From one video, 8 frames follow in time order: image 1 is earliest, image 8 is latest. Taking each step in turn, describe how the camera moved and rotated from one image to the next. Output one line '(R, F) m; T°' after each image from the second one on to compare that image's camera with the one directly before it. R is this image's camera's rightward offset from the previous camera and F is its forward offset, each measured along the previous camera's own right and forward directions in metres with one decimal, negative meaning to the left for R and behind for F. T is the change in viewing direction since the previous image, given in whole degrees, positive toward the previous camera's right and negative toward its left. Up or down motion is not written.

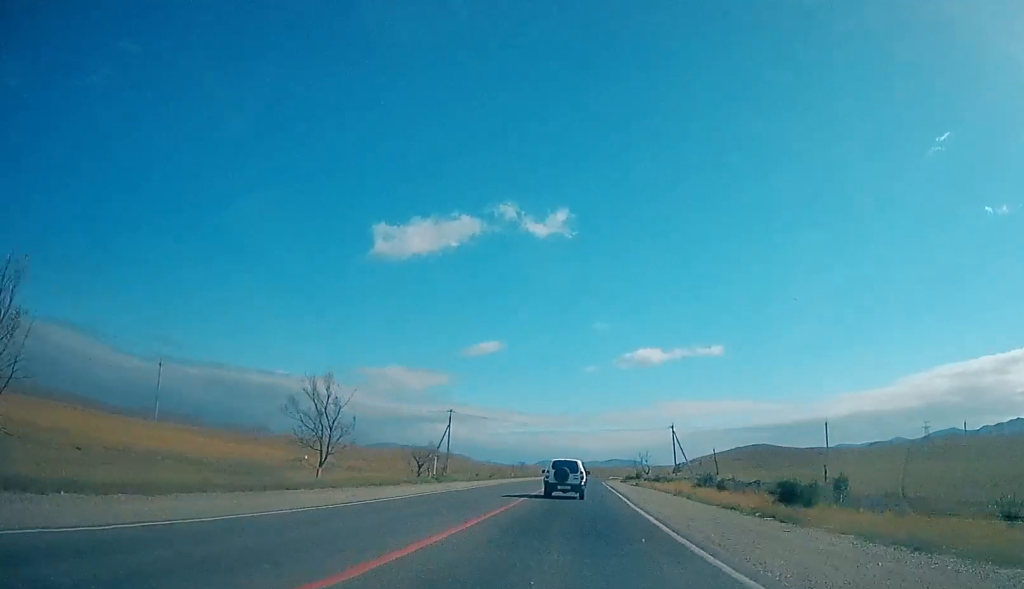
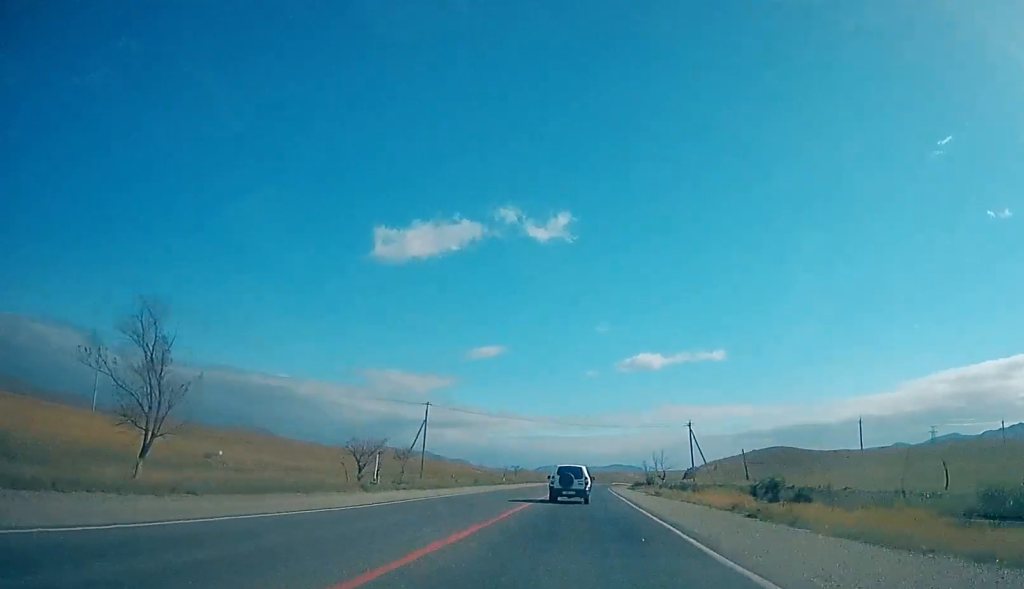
(-0.2, +16.3) m; 0°
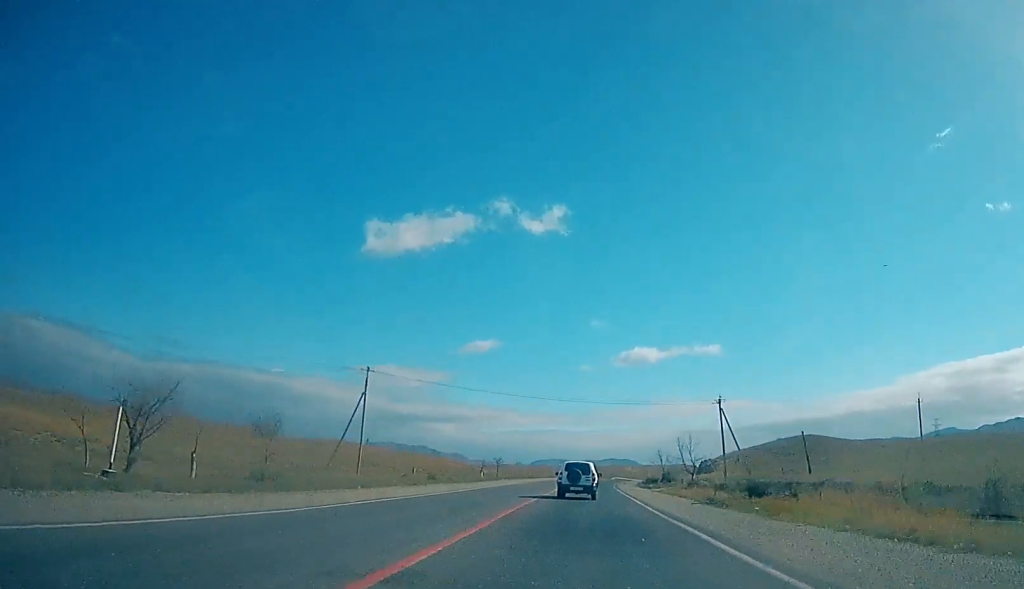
(-0.3, +22.5) m; 0°
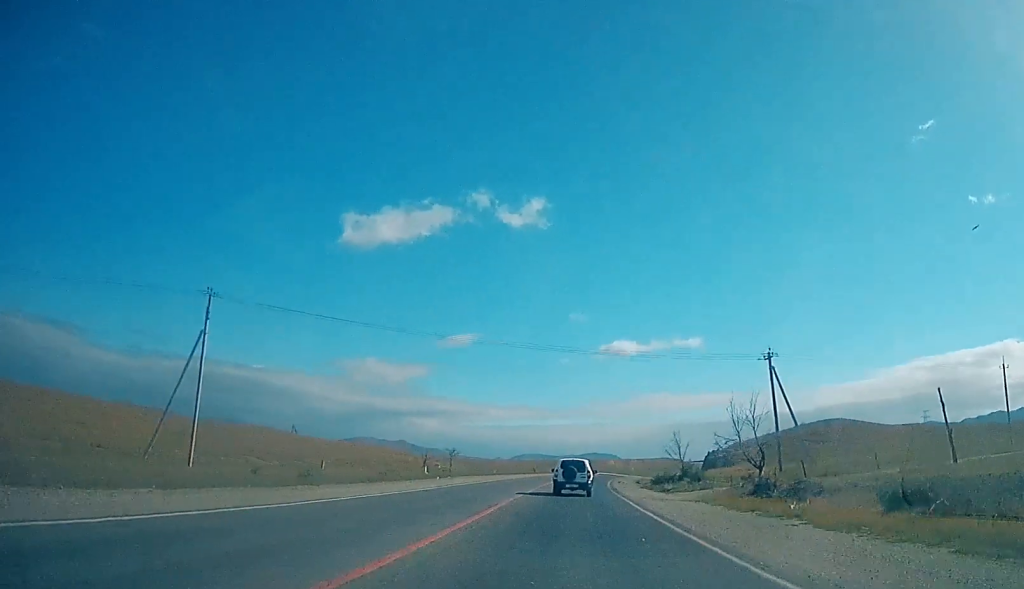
(+0.2, +25.7) m; 0°
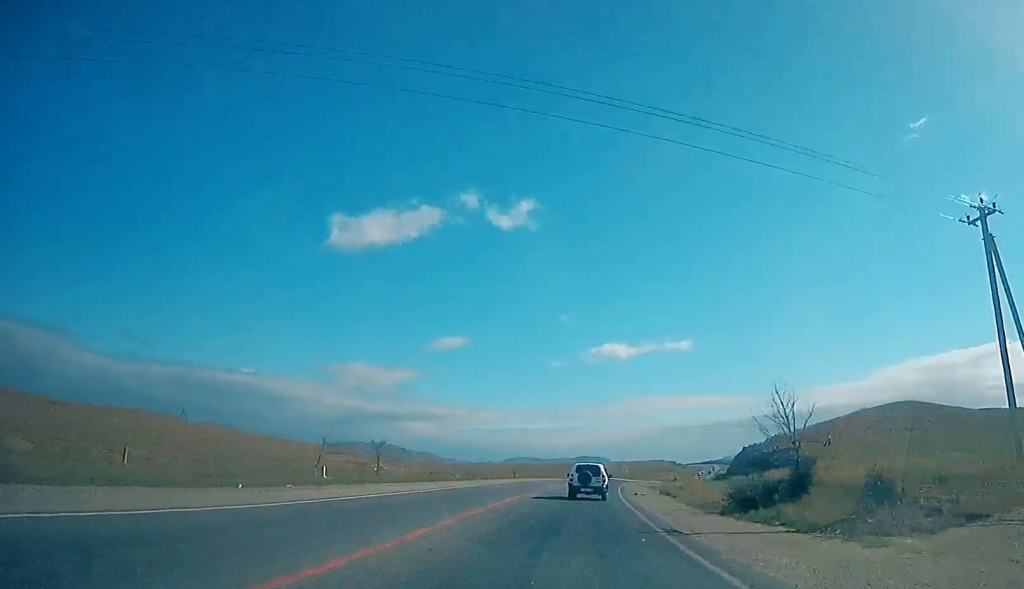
(+0.3, +28.0) m; +3°
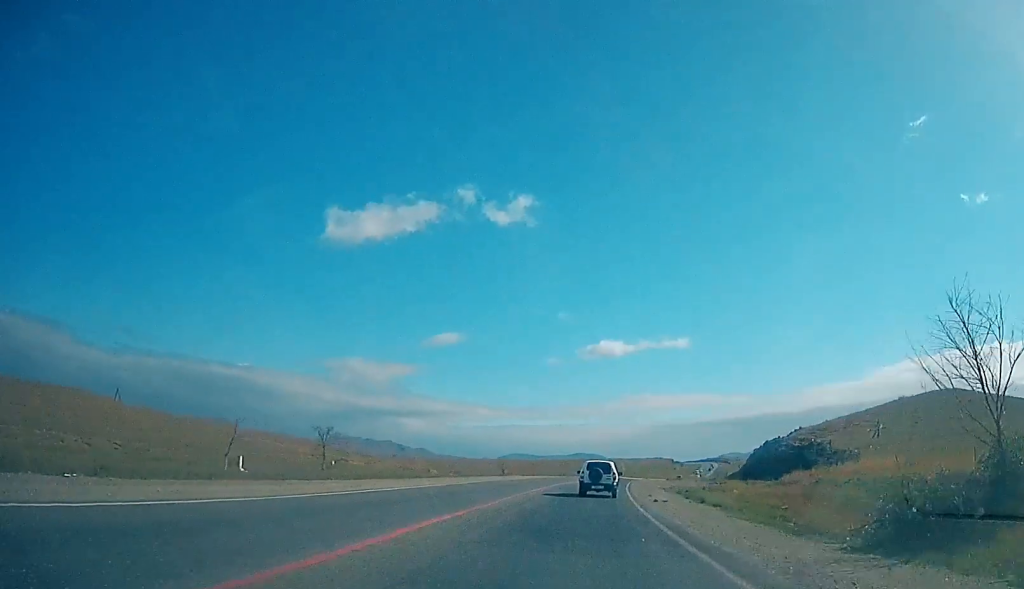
(+0.2, +11.6) m; +1°
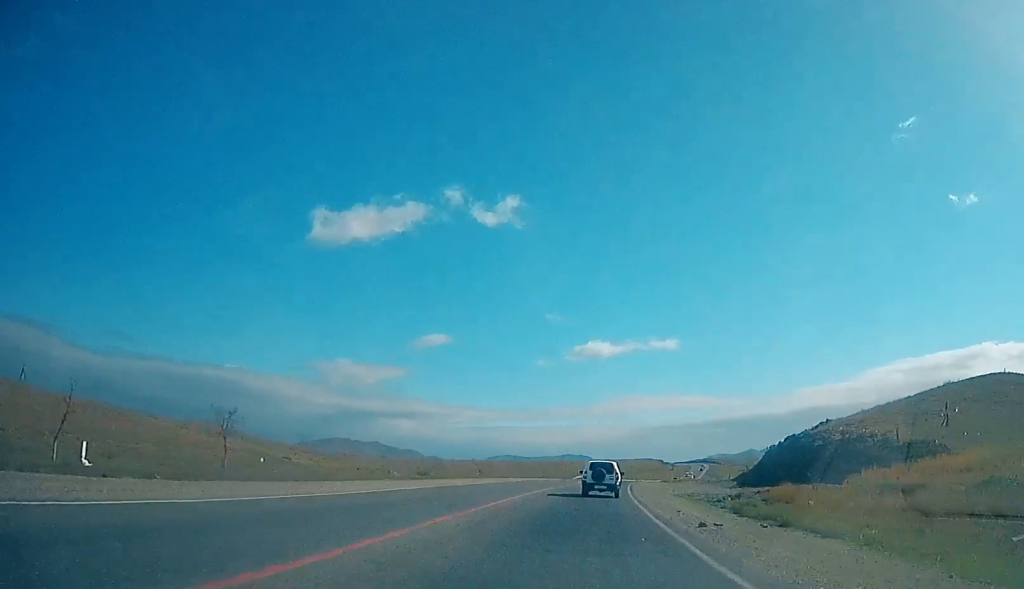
(+0.1, +12.5) m; 0°
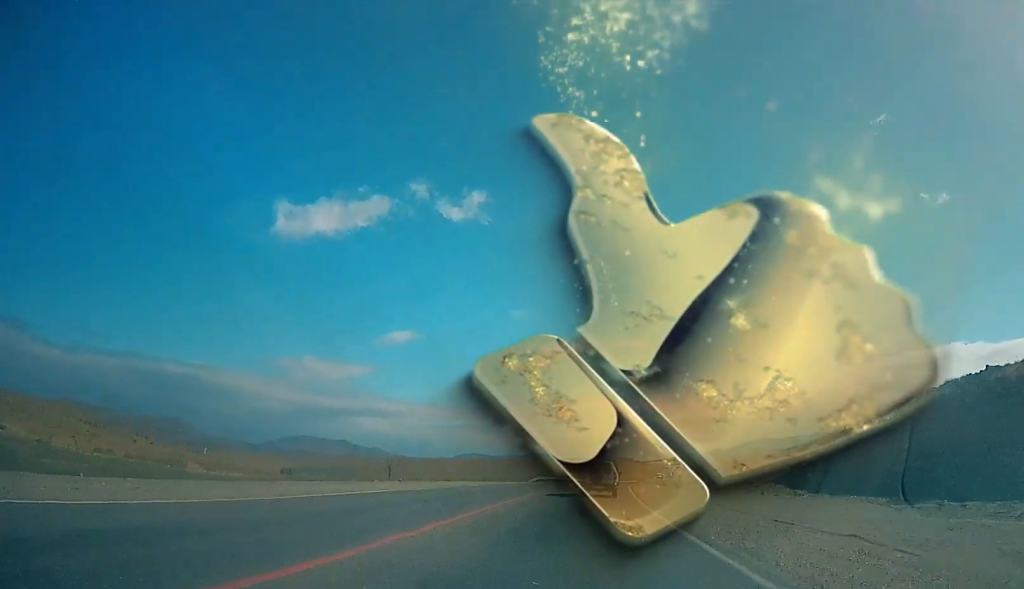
(-0.1, +32.5) m; 0°
